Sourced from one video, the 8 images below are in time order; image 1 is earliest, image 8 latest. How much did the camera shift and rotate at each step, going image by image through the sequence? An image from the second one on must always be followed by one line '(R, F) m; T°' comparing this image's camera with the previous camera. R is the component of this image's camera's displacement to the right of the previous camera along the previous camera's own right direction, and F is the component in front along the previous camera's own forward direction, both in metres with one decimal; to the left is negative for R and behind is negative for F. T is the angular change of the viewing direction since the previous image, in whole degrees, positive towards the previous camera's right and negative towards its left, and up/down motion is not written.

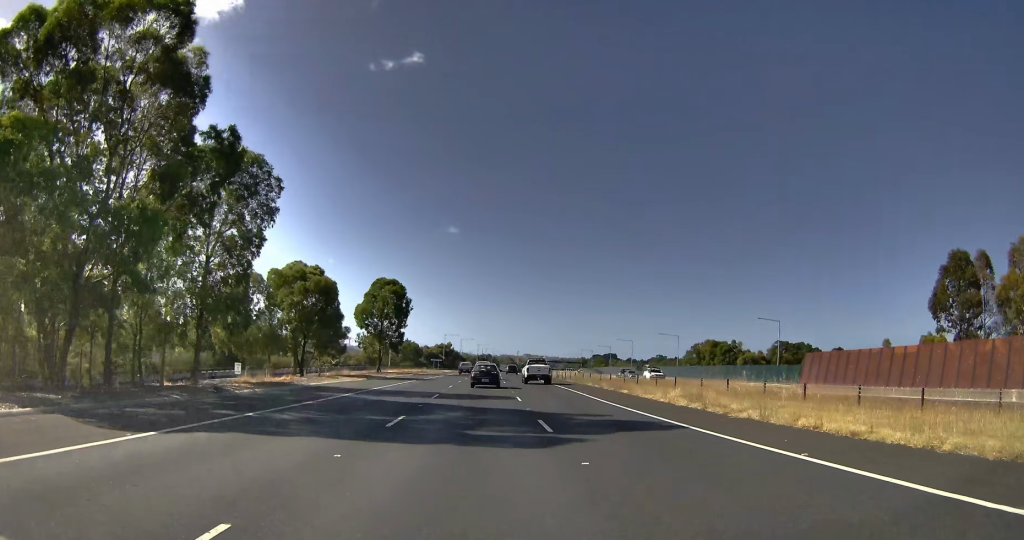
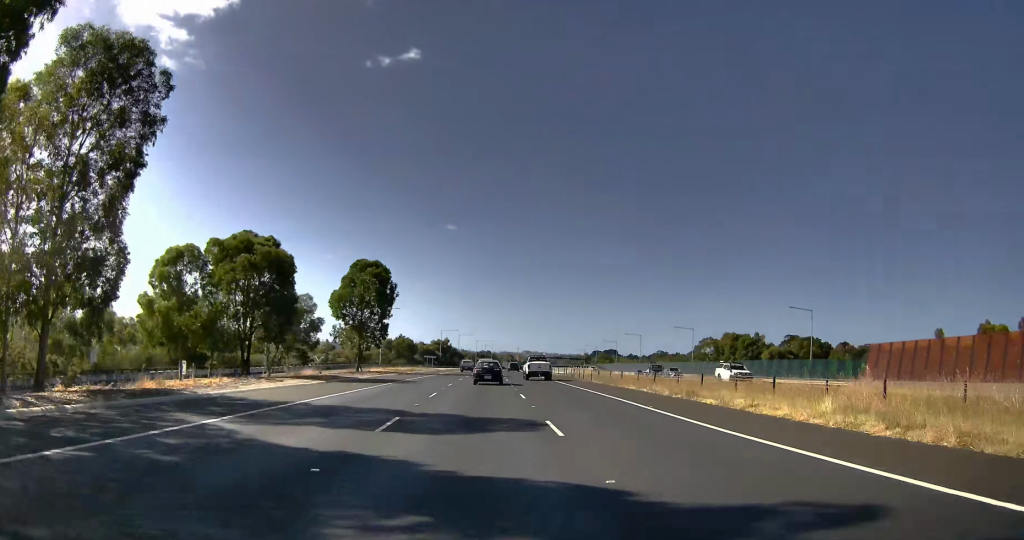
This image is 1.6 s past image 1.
(-1.4, +42.0) m; -2°
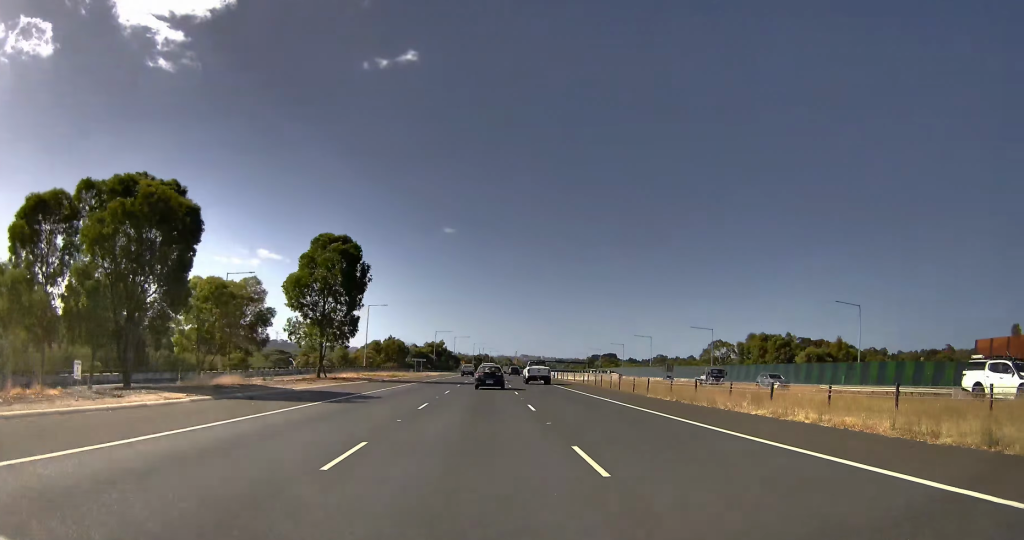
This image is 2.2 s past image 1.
(+0.2, +15.9) m; +1°
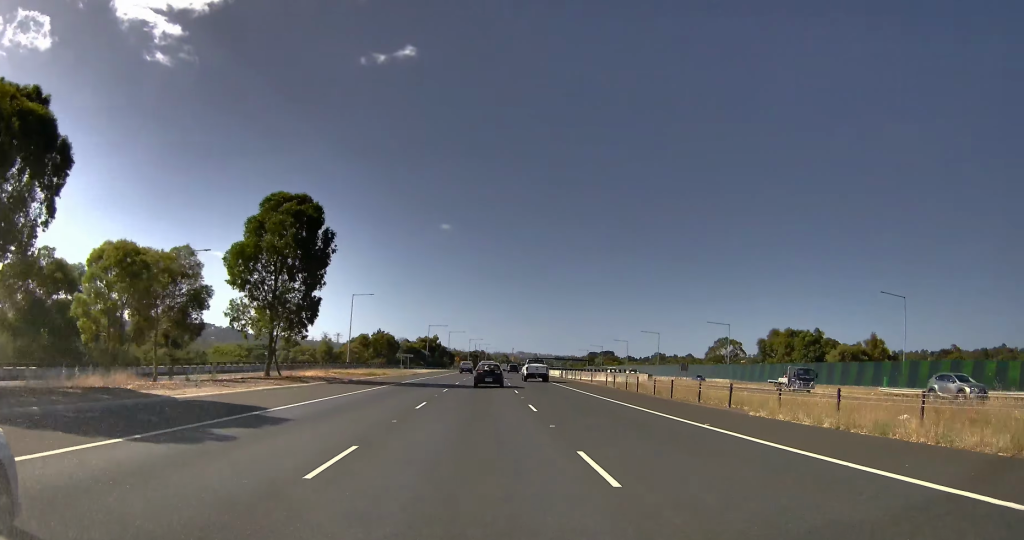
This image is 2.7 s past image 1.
(0.0, +12.8) m; 0°
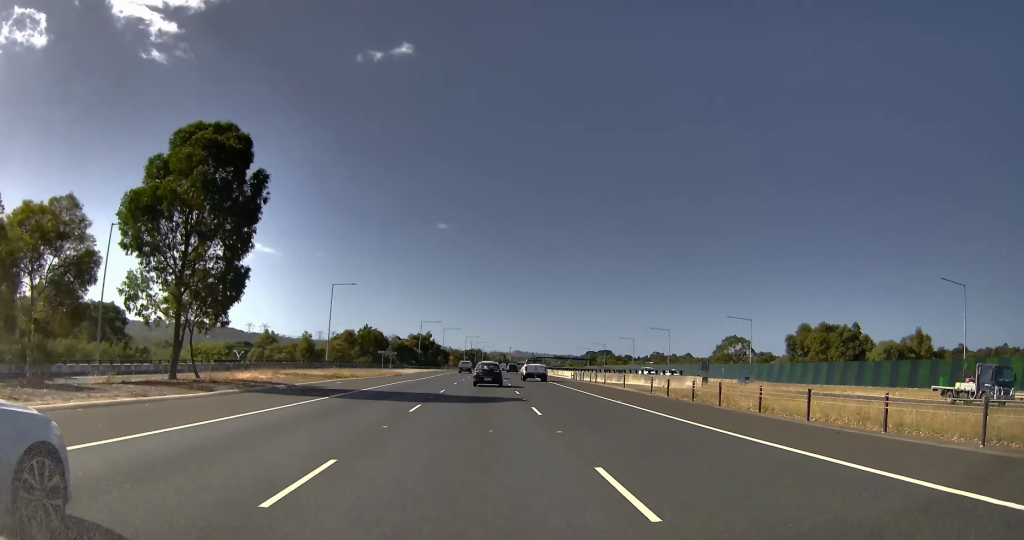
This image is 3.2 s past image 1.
(0.0, +13.8) m; 0°
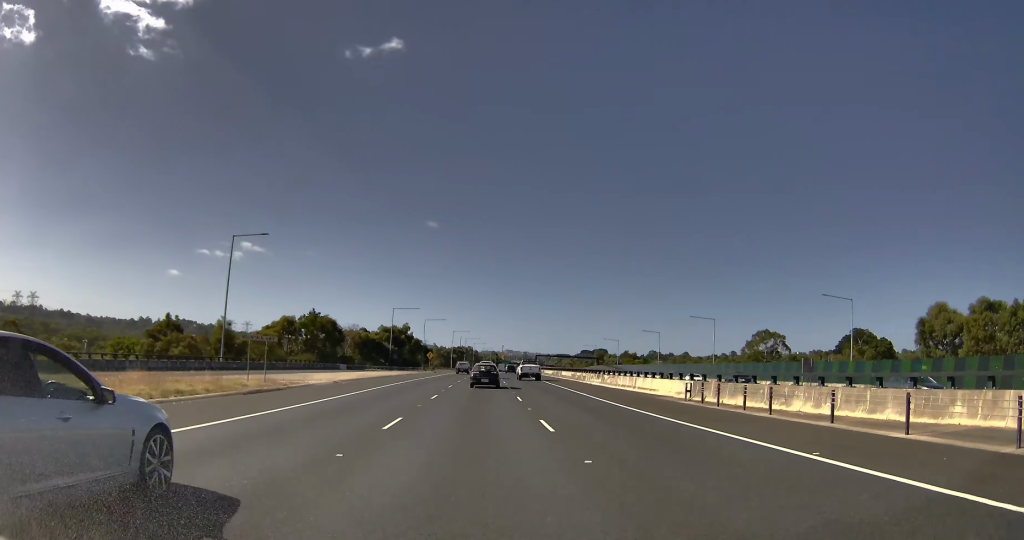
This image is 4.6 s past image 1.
(-0.7, +43.4) m; -2°
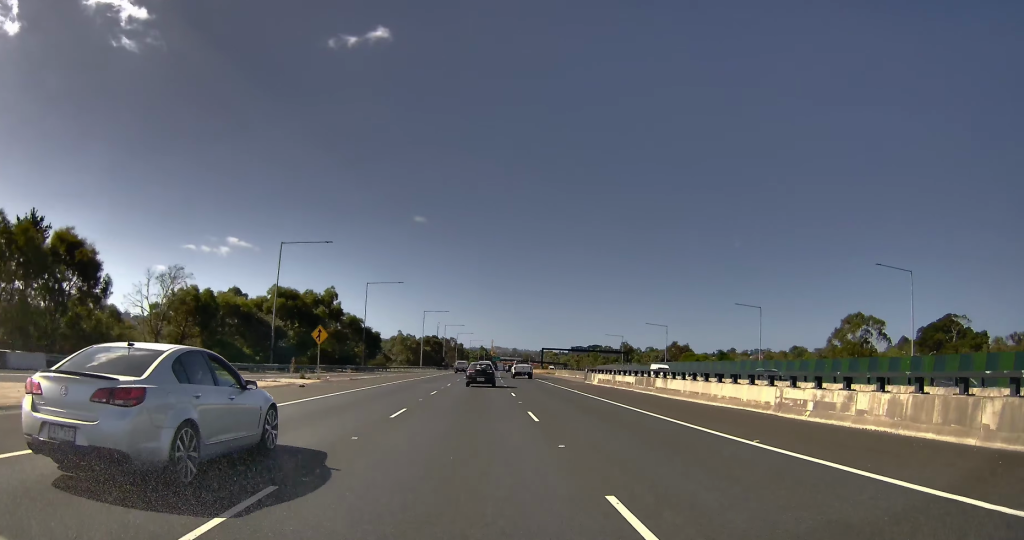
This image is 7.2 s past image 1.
(-1.2, +87.3) m; -1°
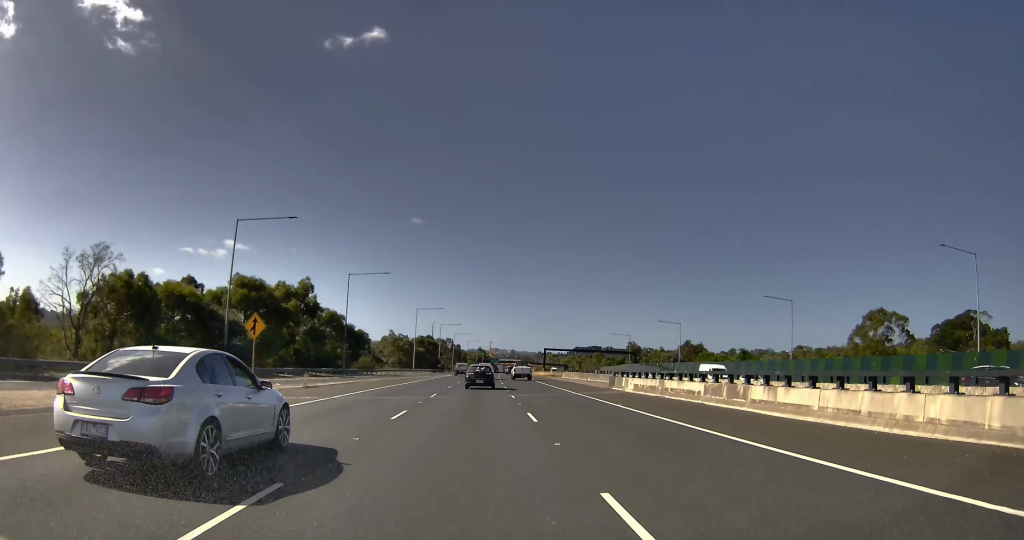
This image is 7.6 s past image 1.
(0.0, +14.1) m; 0°
